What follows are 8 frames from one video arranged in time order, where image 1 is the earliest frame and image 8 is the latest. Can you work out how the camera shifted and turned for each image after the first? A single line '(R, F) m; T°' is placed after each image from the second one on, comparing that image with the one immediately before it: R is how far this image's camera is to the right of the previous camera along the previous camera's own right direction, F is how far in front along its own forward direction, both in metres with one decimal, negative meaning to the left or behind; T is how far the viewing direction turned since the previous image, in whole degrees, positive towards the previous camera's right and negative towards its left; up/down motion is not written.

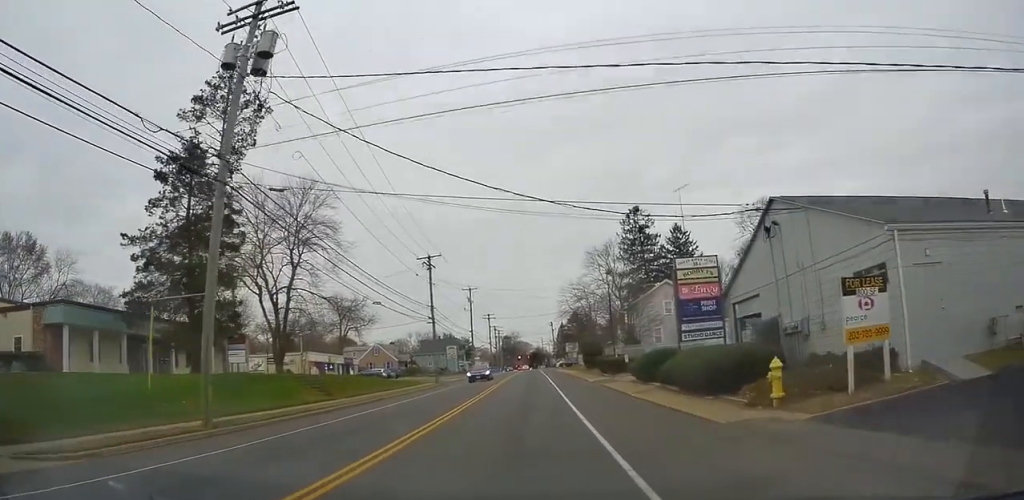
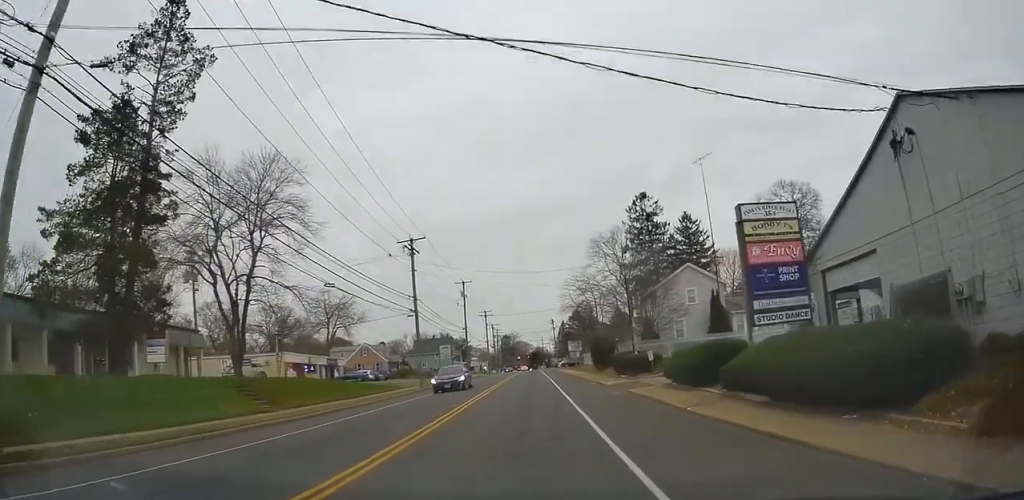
(0.0, +7.8) m; 0°
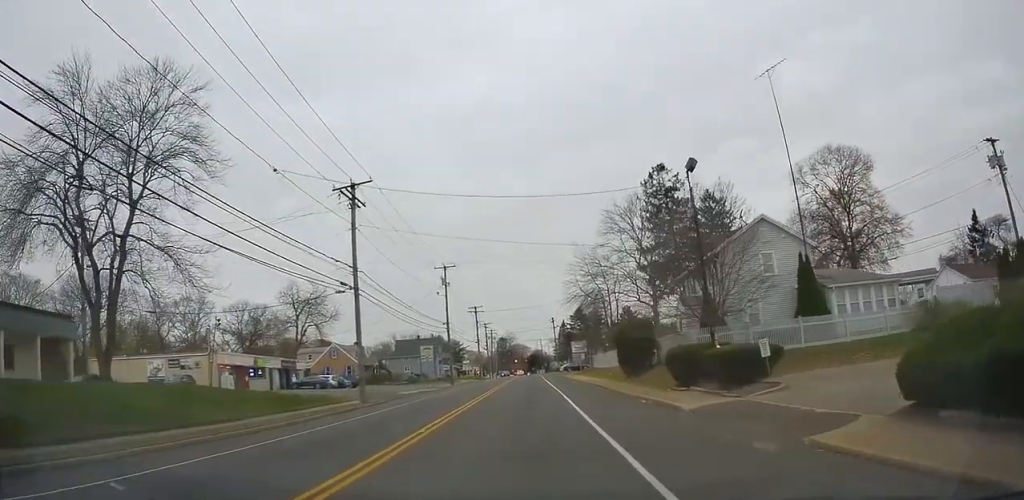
(-0.1, +15.7) m; -1°
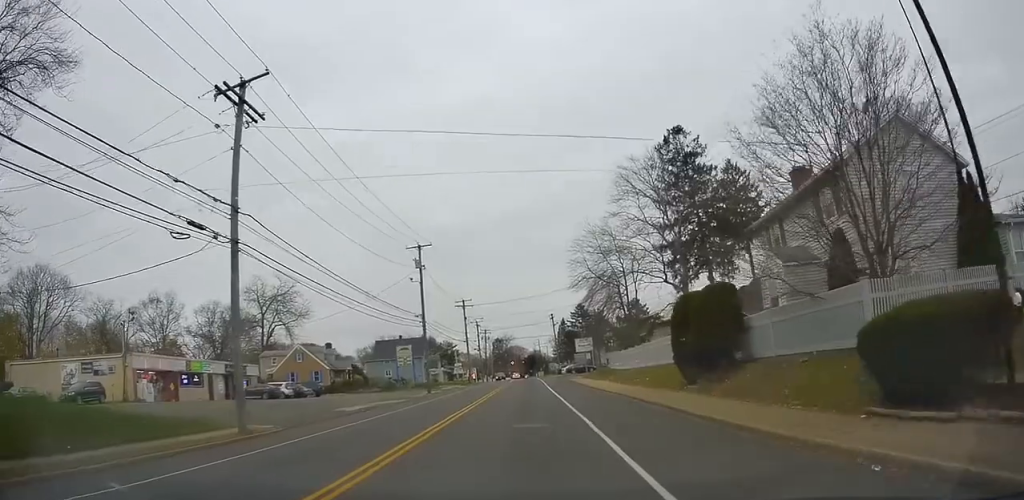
(-0.2, +13.3) m; -1°
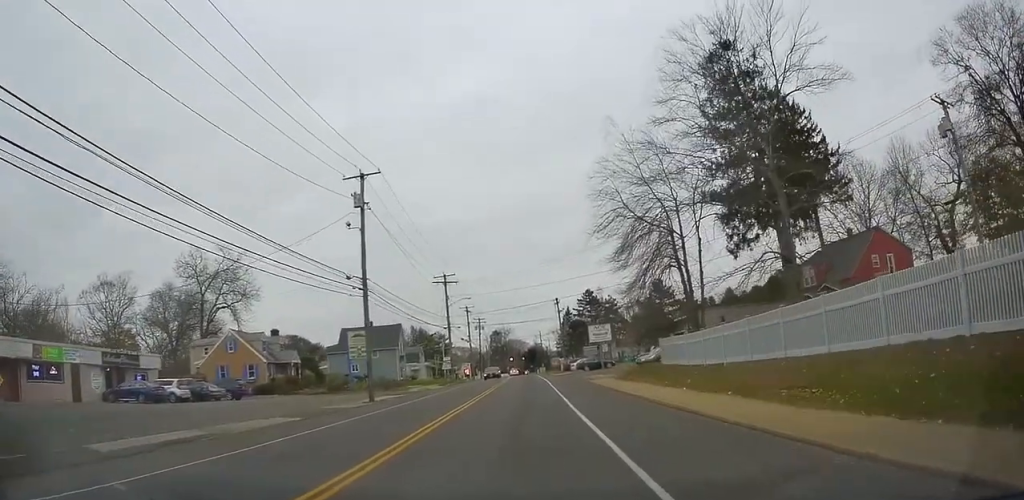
(+0.2, +19.3) m; +3°
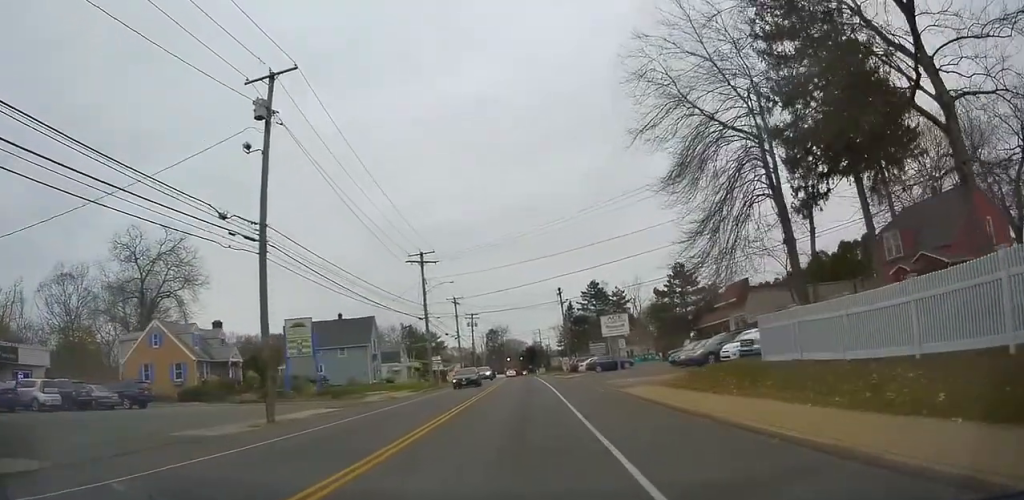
(+0.3, +13.7) m; -1°
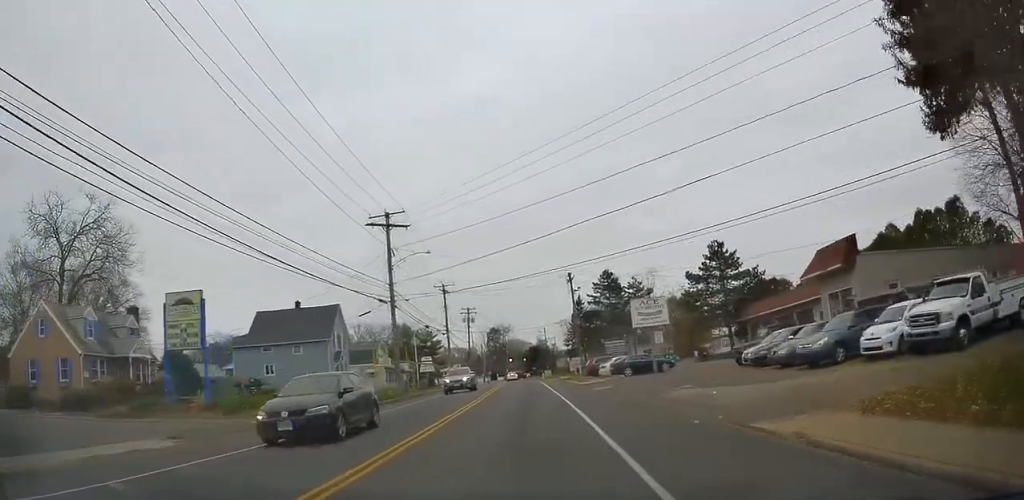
(-0.7, +14.7) m; 0°
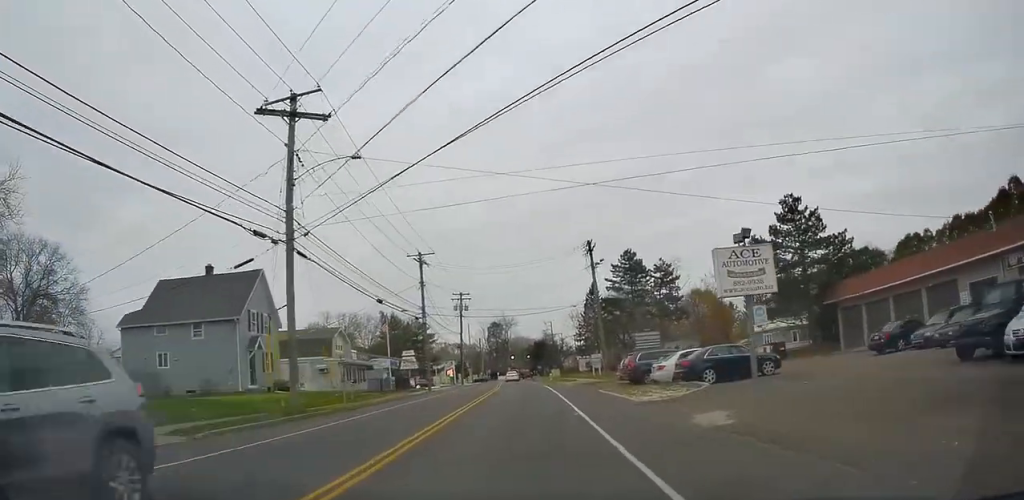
(+0.9, +17.8) m; +1°
